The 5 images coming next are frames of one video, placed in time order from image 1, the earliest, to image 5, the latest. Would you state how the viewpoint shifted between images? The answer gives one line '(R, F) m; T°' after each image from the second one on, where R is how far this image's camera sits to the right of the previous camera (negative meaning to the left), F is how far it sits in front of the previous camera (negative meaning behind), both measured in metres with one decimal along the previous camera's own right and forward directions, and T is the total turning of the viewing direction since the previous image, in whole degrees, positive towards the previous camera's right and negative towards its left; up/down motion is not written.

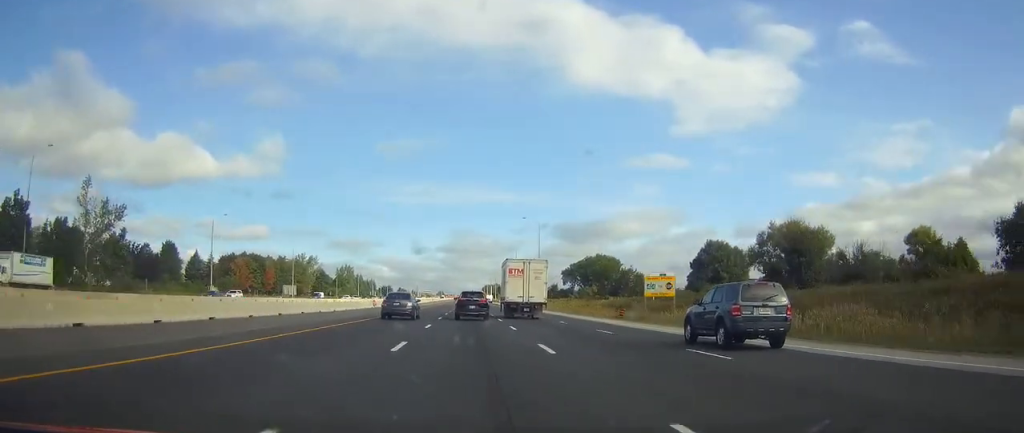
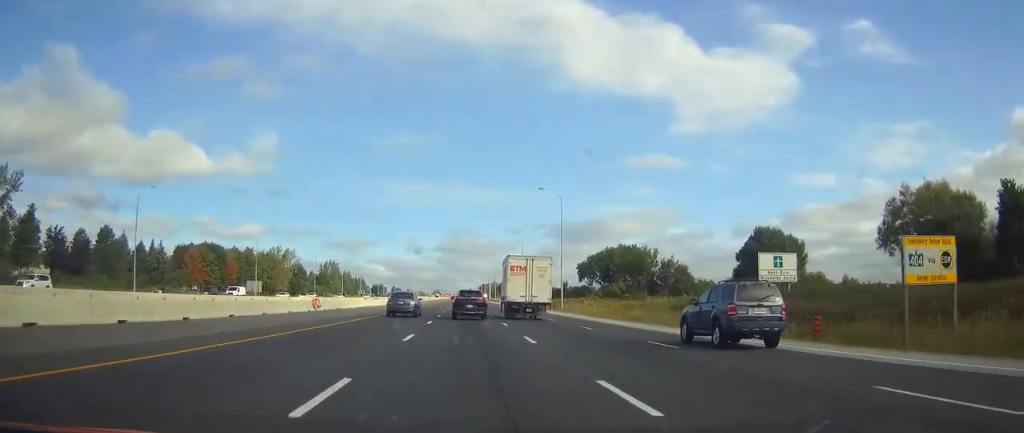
(0.0, +32.9) m; 0°
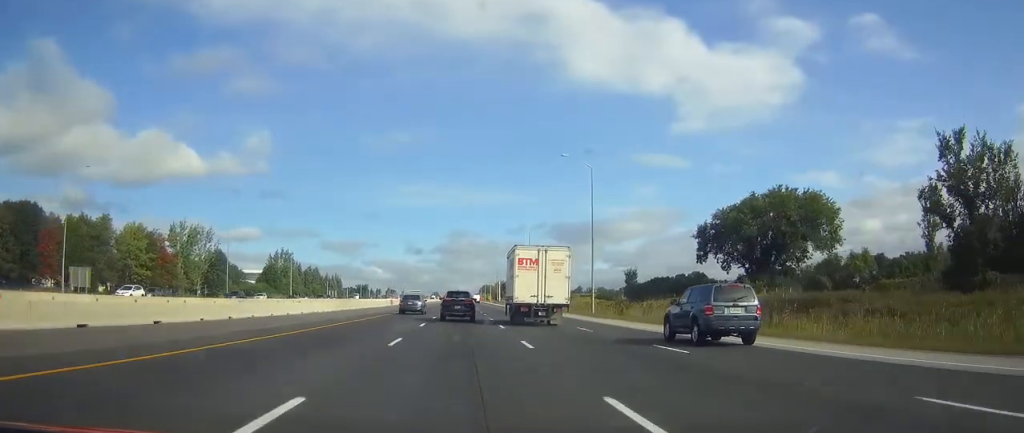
(+0.3, +86.9) m; 0°
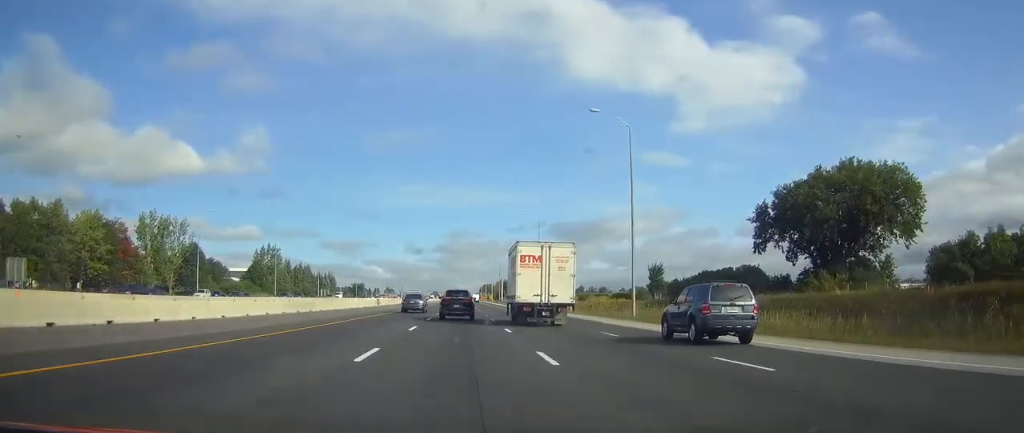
(0.0, +17.0) m; 0°
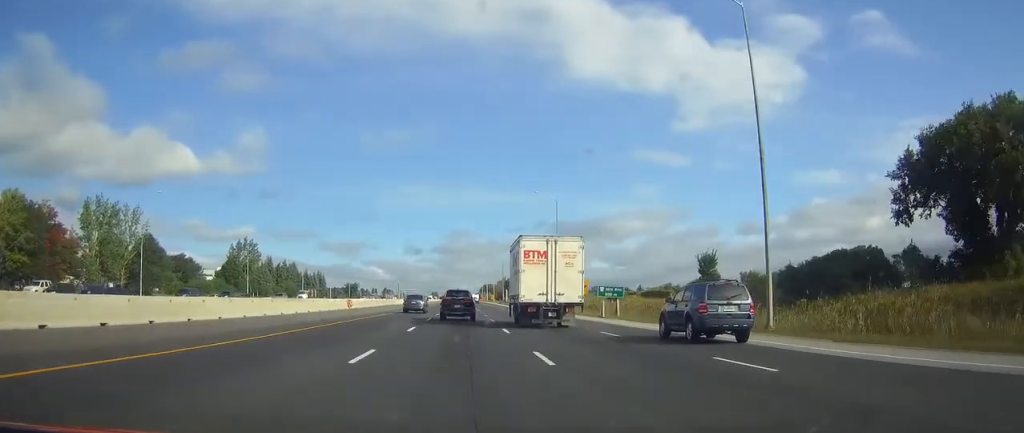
(0.0, +24.5) m; 0°
